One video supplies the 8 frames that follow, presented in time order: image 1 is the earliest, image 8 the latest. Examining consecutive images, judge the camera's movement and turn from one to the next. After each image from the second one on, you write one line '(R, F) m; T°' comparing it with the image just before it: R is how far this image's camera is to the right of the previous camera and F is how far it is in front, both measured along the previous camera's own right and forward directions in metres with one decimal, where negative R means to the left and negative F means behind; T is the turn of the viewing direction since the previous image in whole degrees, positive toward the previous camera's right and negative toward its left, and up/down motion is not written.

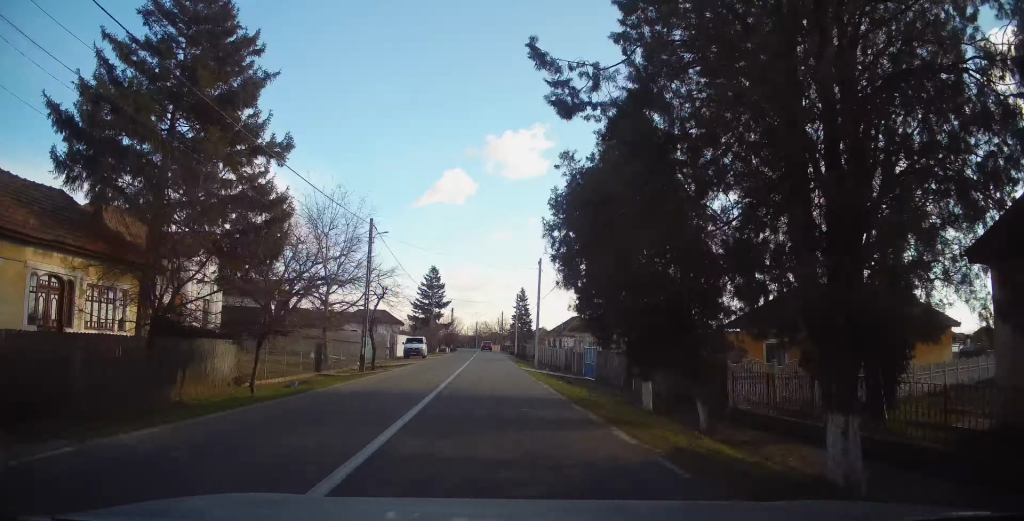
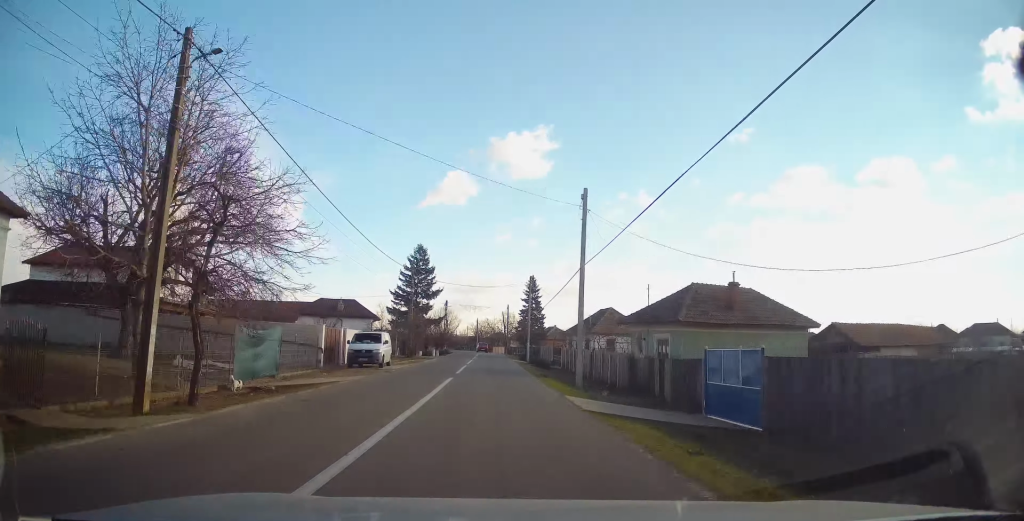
(0.0, +19.4) m; +1°
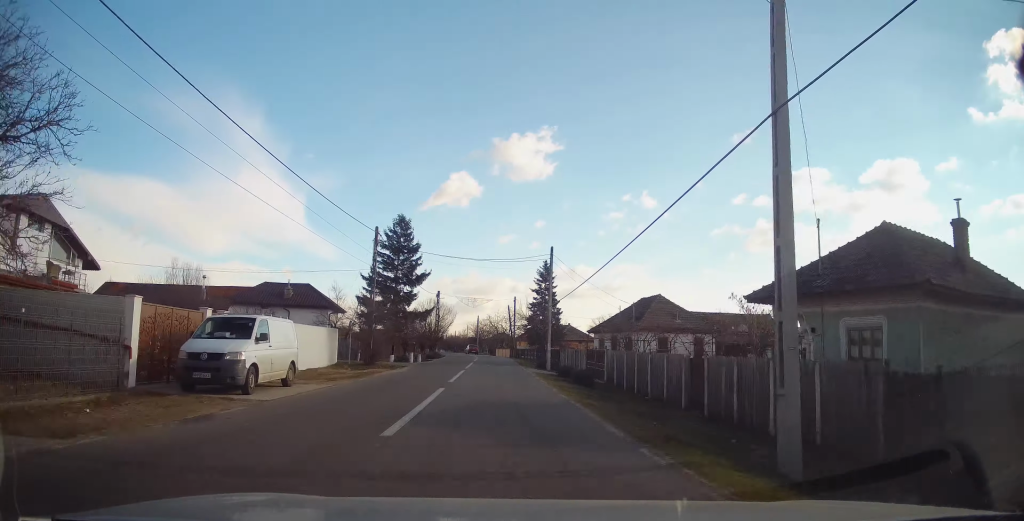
(+0.2, +16.0) m; -1°
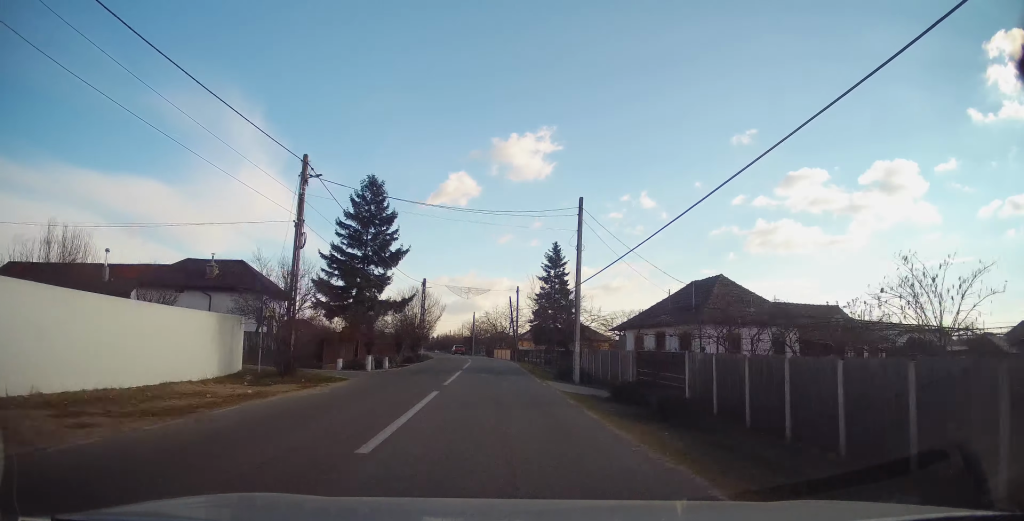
(-0.3, +11.7) m; -1°
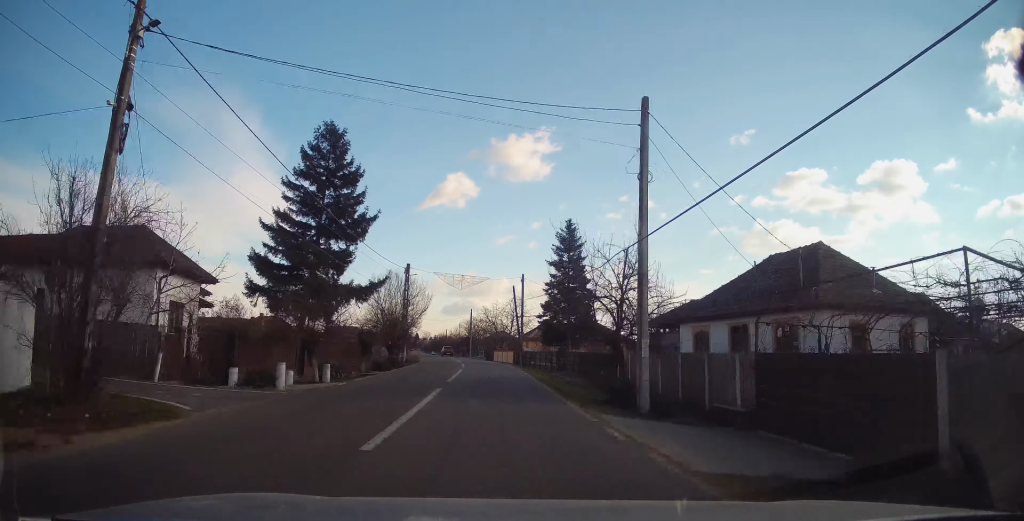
(-0.1, +10.3) m; 0°
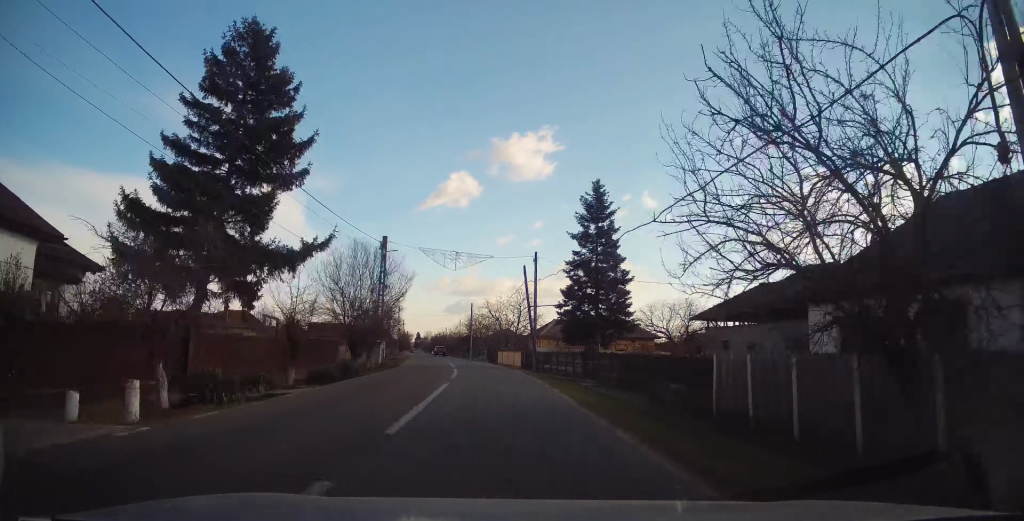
(0.0, +10.9) m; +1°
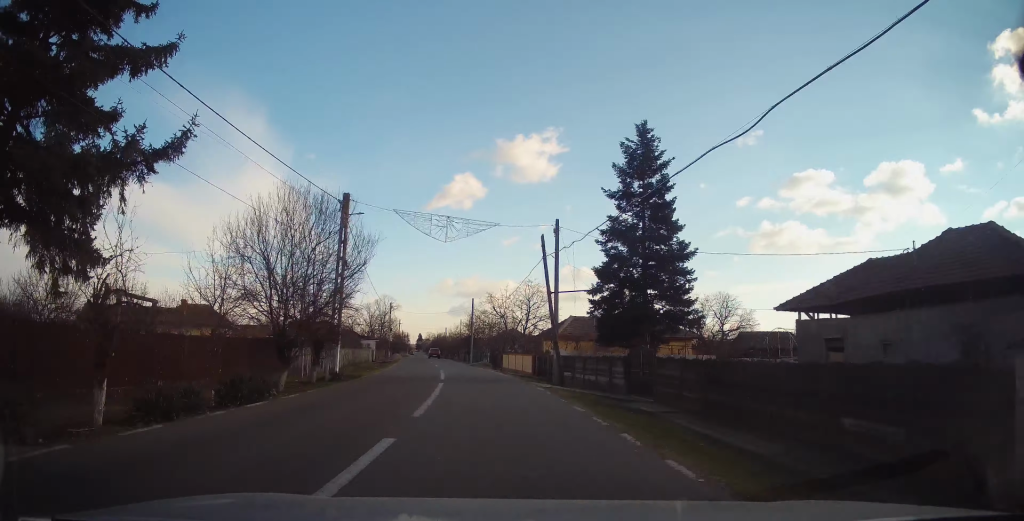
(+0.3, +9.6) m; -1°
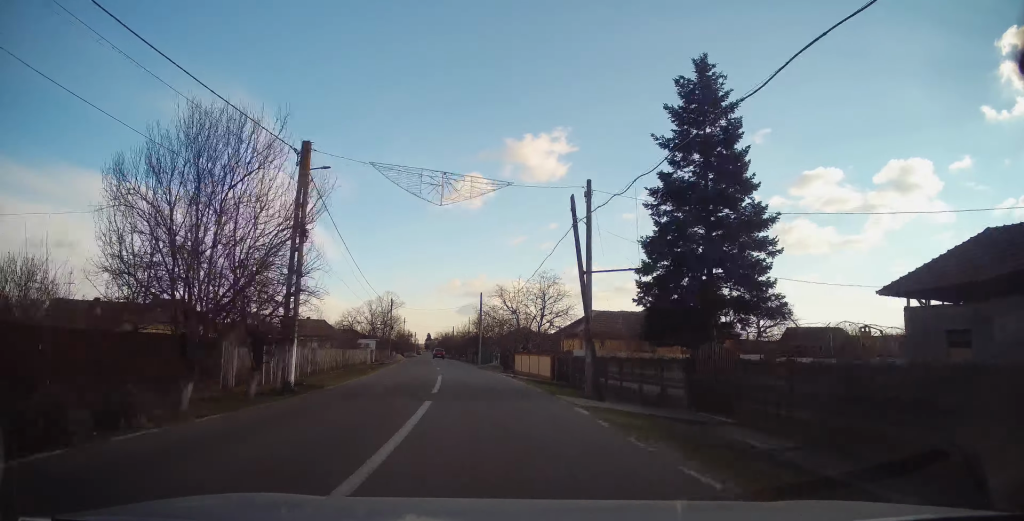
(-0.1, +6.5) m; -2°
